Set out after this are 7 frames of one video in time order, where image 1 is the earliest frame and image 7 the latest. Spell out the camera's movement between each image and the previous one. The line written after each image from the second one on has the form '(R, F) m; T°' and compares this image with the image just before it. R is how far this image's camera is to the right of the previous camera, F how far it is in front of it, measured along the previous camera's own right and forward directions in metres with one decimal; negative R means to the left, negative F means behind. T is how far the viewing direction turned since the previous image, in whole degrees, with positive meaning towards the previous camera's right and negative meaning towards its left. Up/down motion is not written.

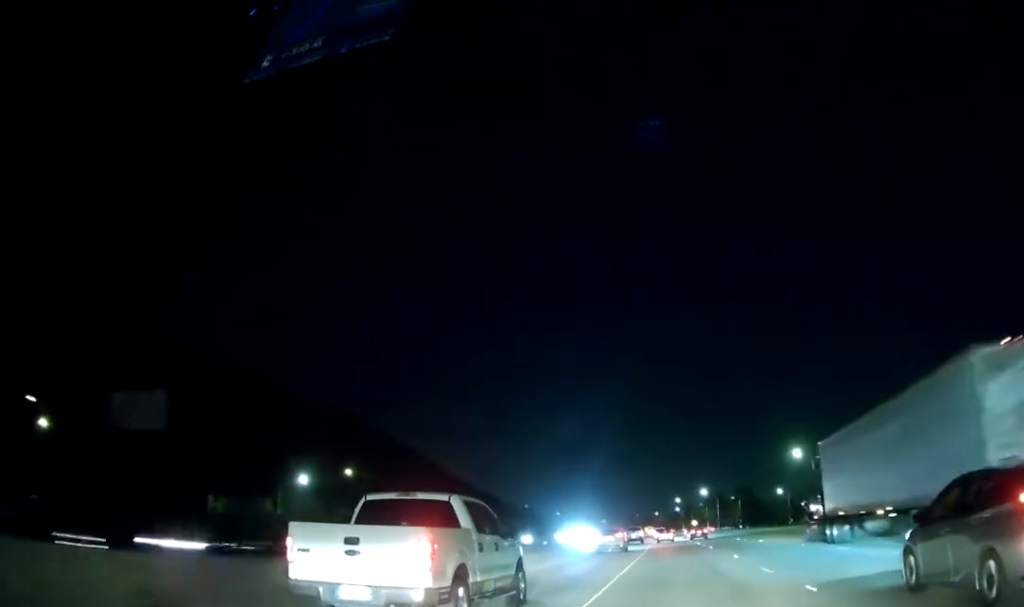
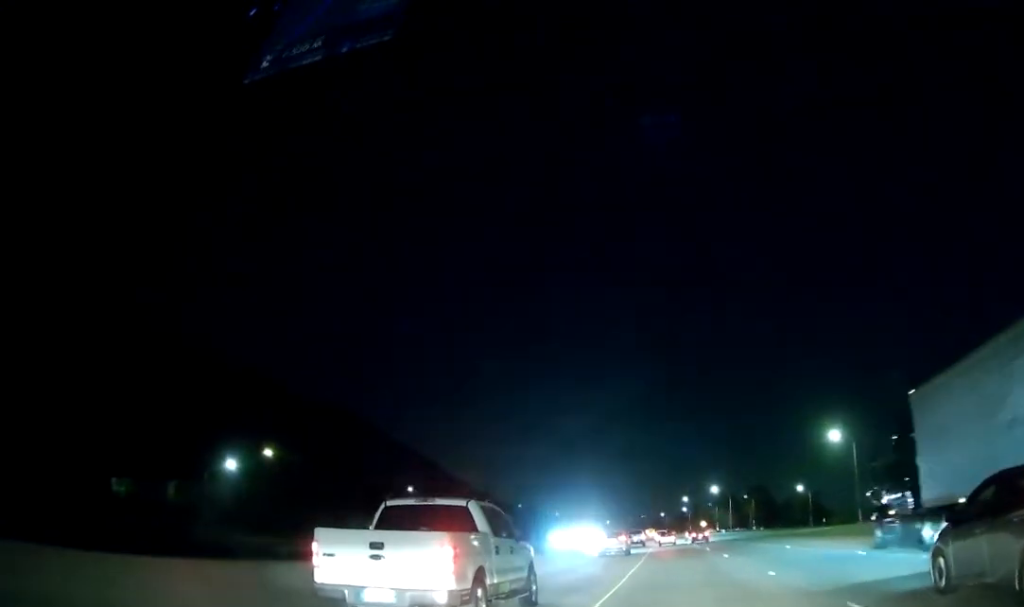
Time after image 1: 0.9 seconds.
(-0.1, +23.4) m; 0°
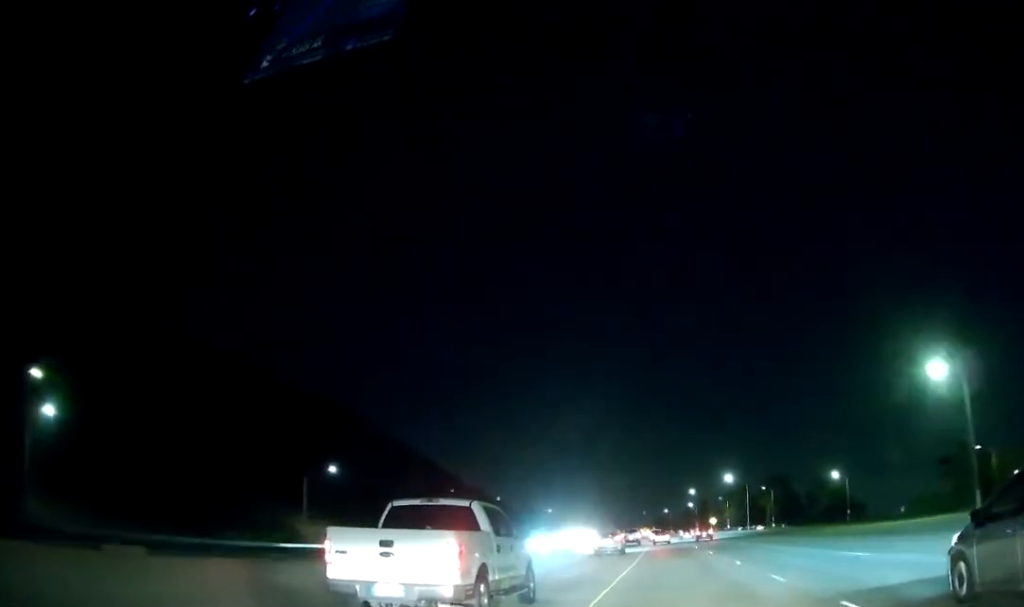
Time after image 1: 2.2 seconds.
(0.0, +36.0) m; 0°
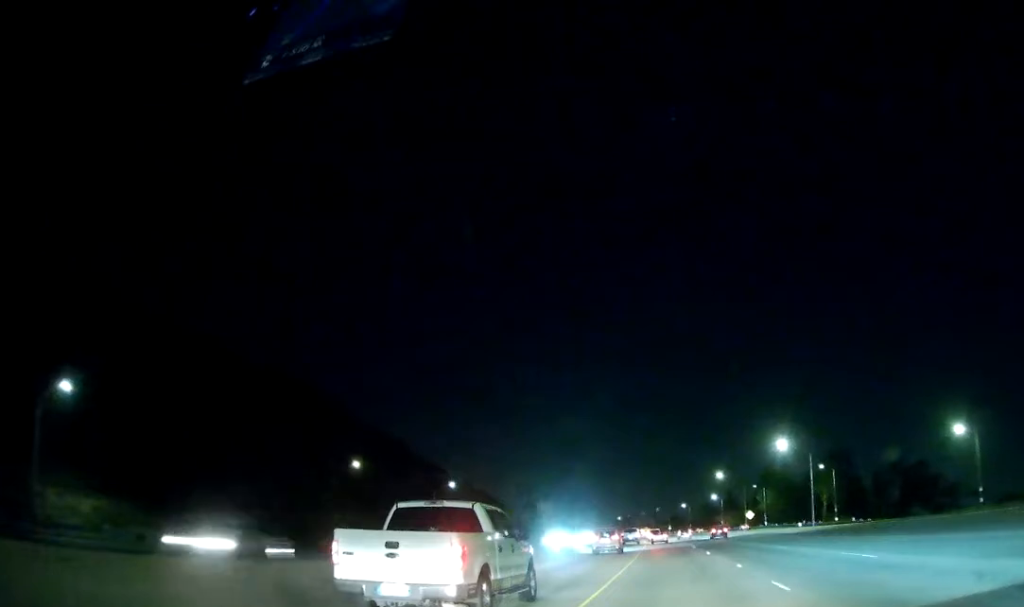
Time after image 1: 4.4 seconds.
(-1.2, +59.4) m; -2°
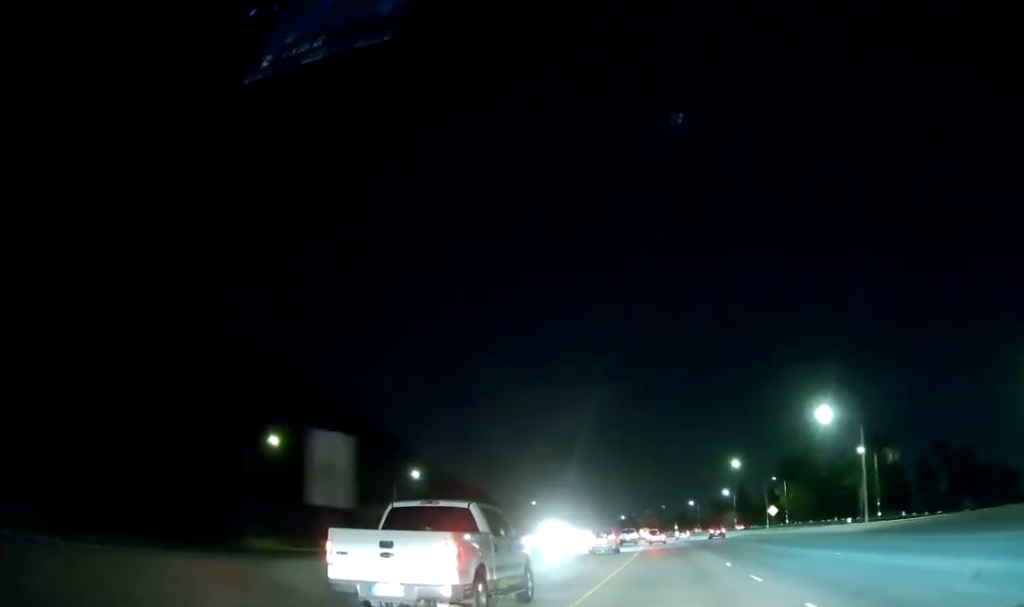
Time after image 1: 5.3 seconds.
(+0.1, +26.4) m; 0°
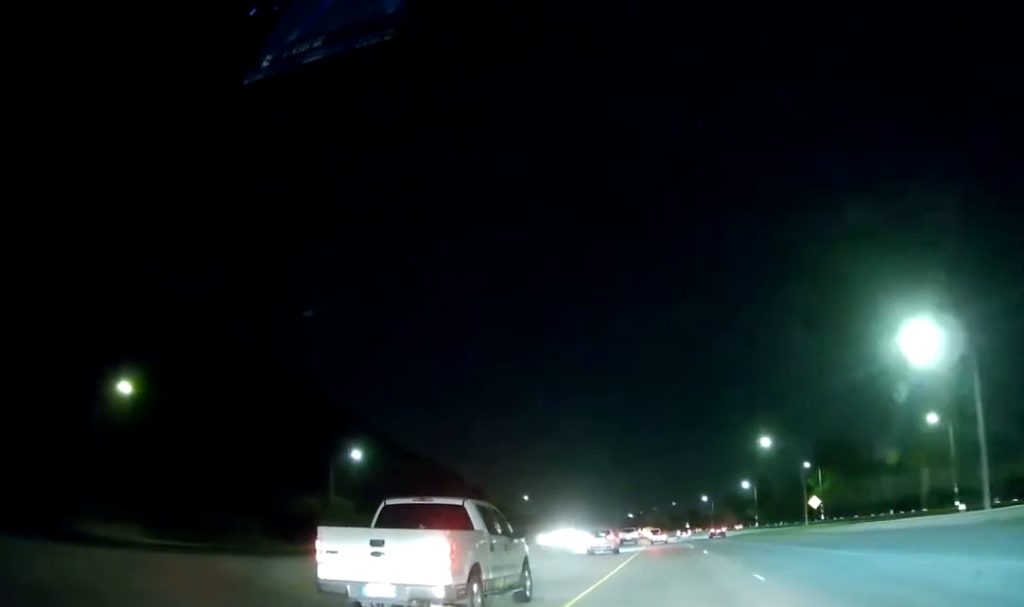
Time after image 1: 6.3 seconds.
(0.0, +29.7) m; -1°
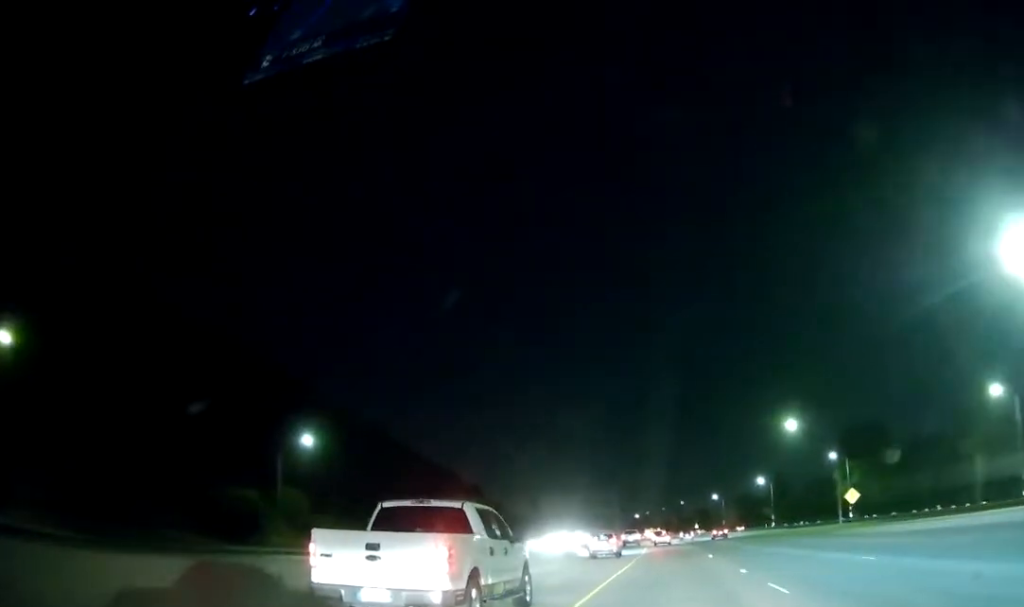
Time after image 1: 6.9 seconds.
(-0.1, +17.5) m; -1°
